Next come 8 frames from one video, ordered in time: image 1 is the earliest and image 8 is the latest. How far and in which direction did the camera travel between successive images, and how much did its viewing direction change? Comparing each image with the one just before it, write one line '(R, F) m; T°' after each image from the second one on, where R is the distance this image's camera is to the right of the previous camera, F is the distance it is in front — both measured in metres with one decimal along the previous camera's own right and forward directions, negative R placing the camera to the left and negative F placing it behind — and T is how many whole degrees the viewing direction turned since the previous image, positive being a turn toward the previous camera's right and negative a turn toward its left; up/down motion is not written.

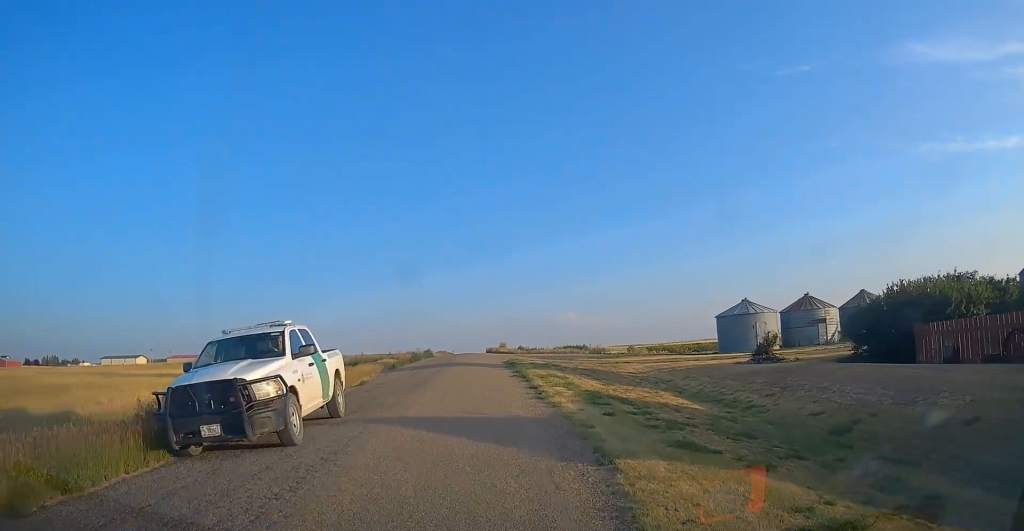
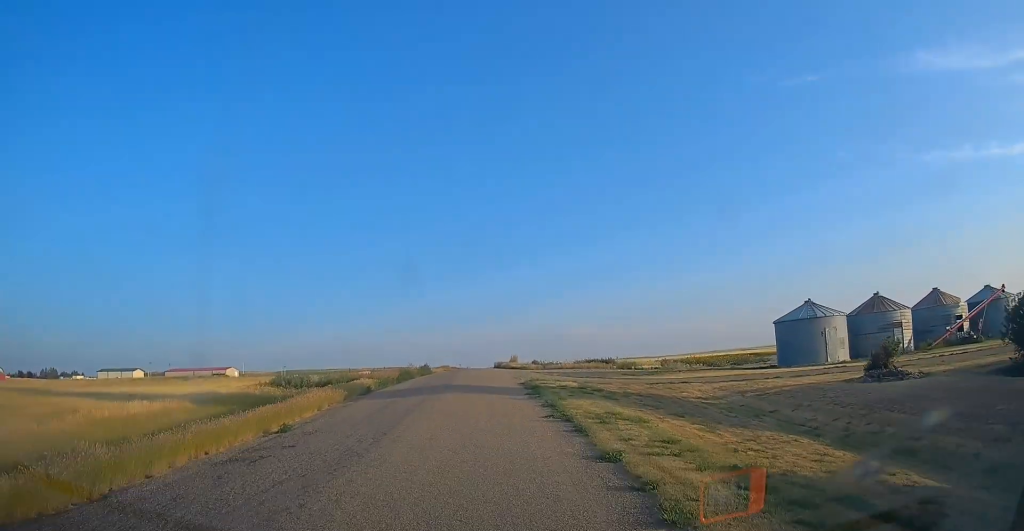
(0.0, +10.8) m; 0°
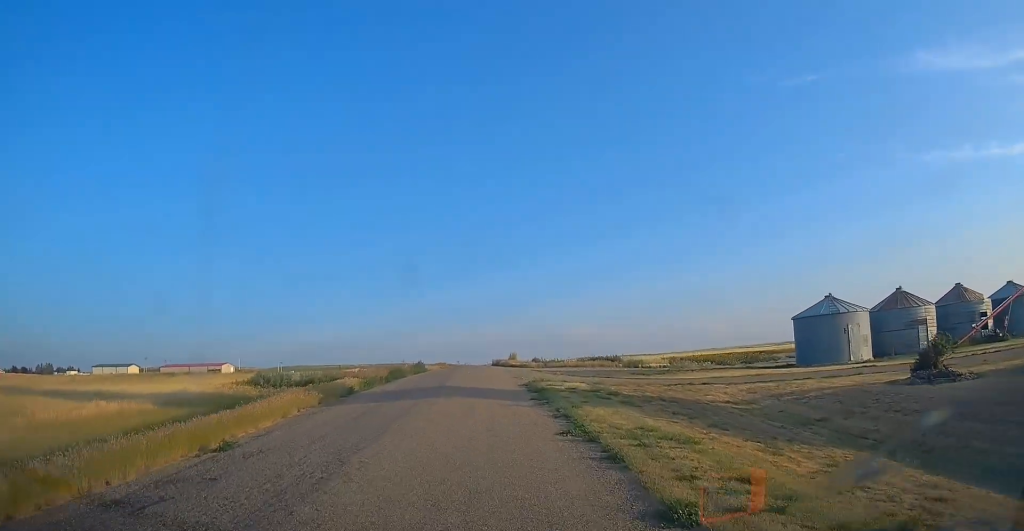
(0.0, +3.4) m; 0°
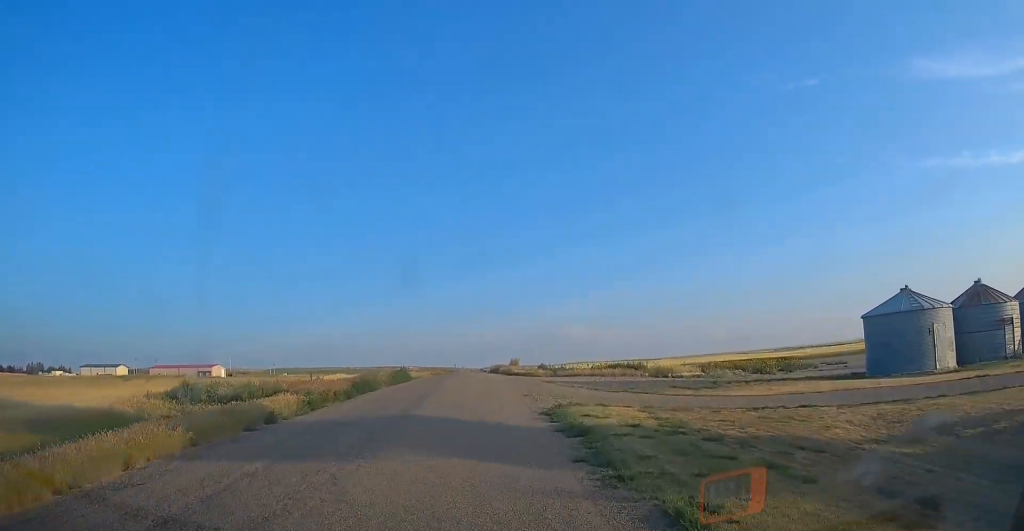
(0.0, +9.5) m; 0°
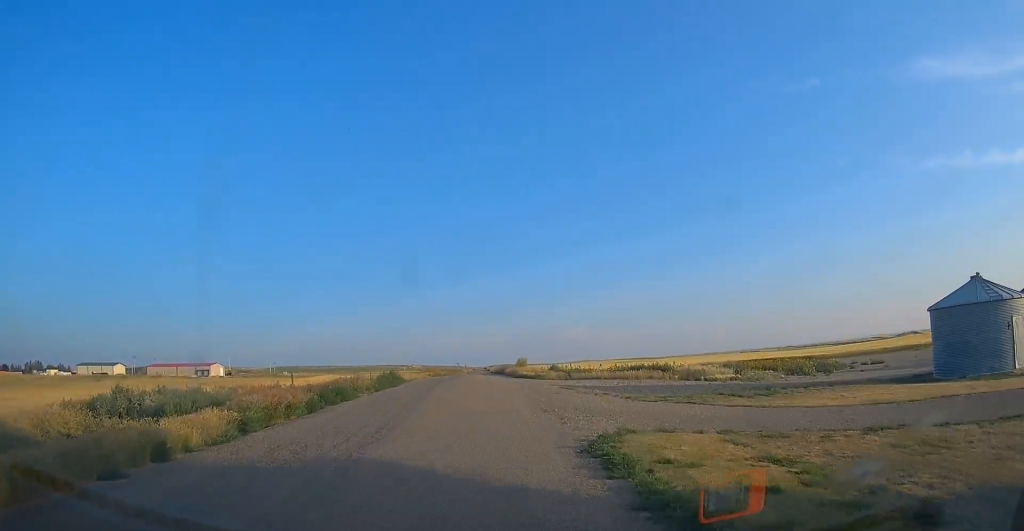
(0.0, +6.1) m; 0°
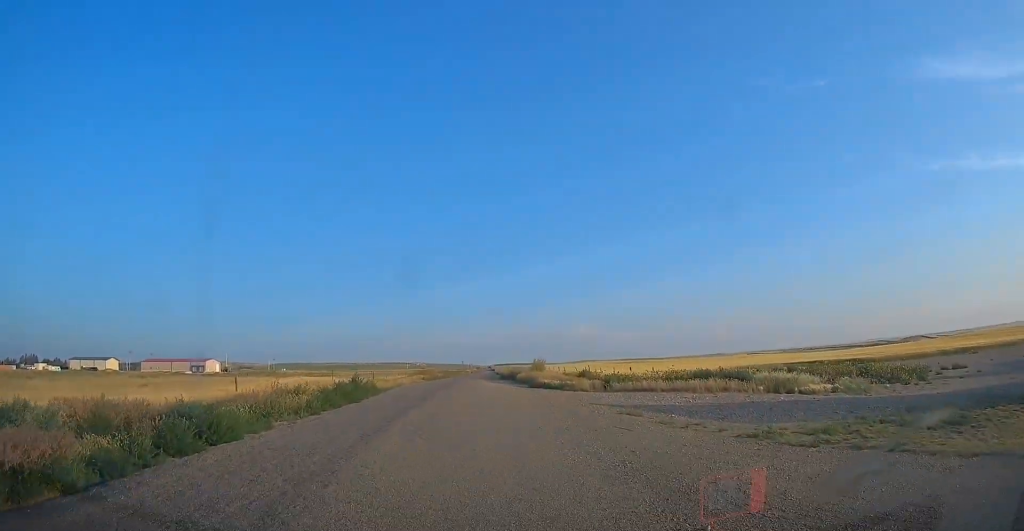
(0.0, +11.6) m; 0°
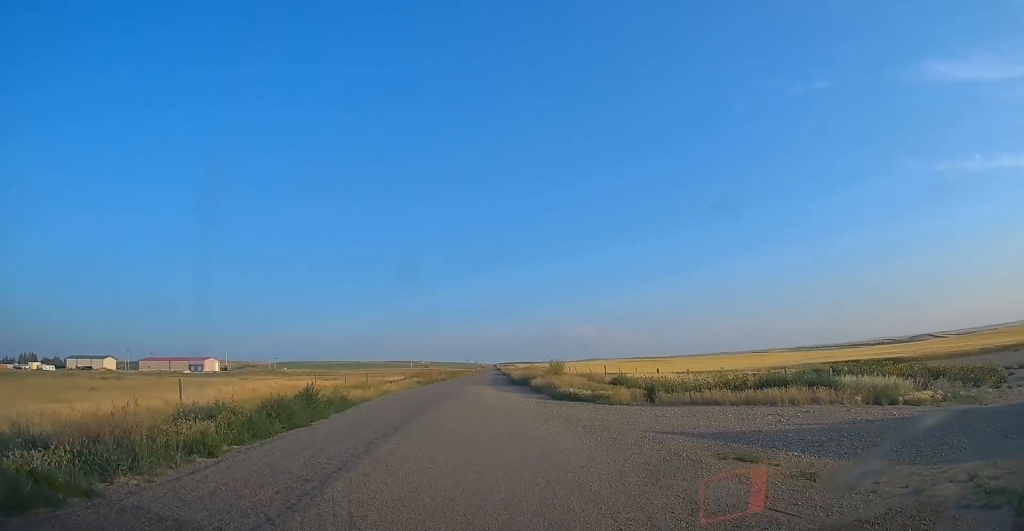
(0.0, +7.4) m; 0°
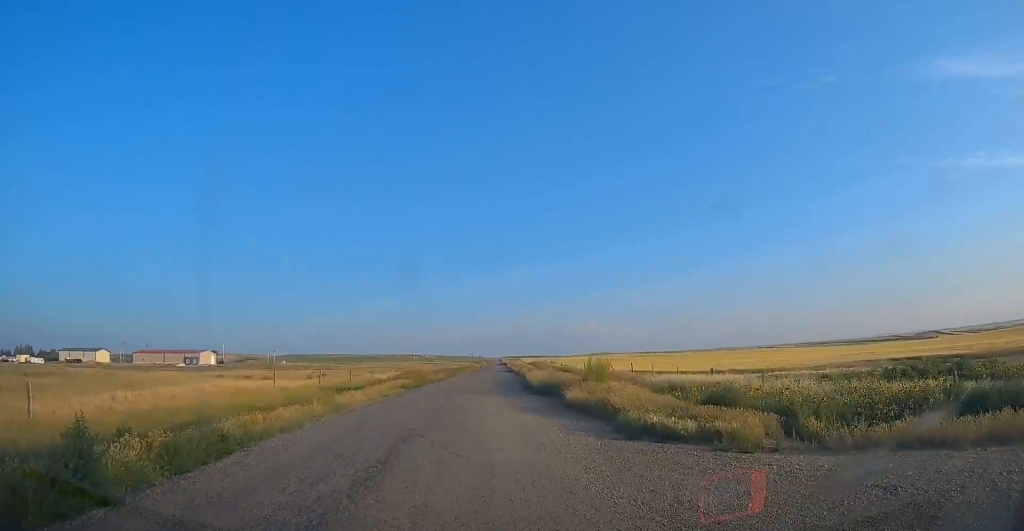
(0.0, +10.8) m; 0°
